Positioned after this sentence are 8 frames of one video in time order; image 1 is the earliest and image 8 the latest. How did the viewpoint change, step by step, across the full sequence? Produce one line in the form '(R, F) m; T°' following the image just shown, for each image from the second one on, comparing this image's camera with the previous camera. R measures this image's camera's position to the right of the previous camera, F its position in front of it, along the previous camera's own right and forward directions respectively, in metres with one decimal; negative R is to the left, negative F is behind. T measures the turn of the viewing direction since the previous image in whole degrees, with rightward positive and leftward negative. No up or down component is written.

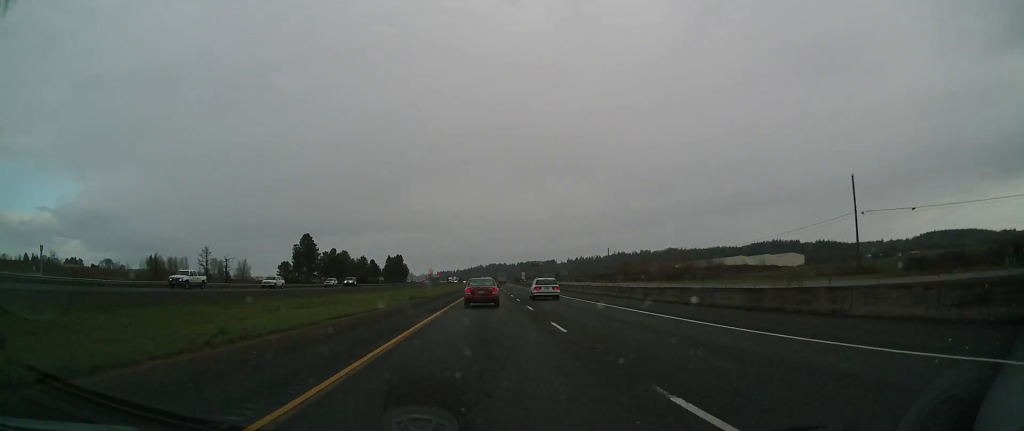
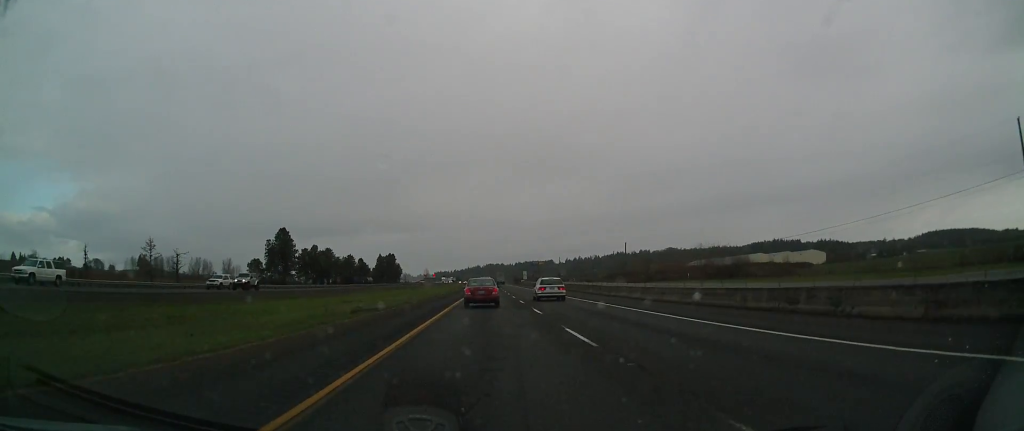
(0.0, +26.5) m; 0°
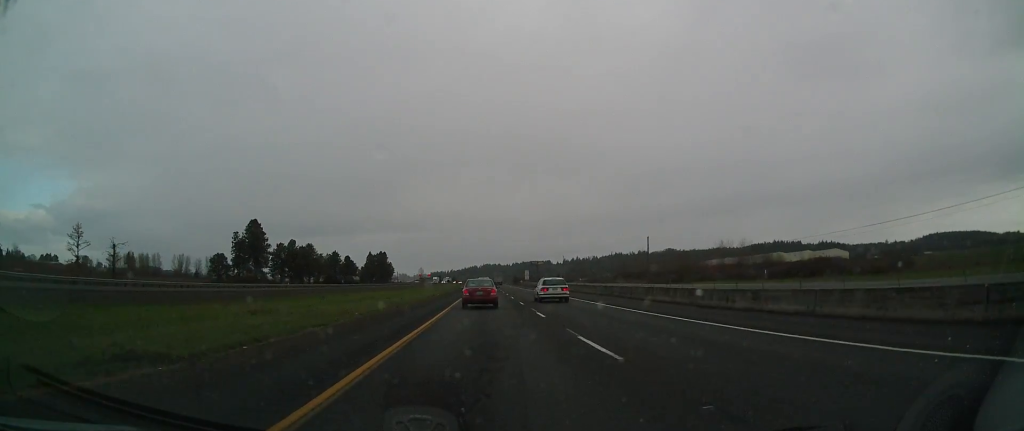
(-0.2, +25.3) m; 0°
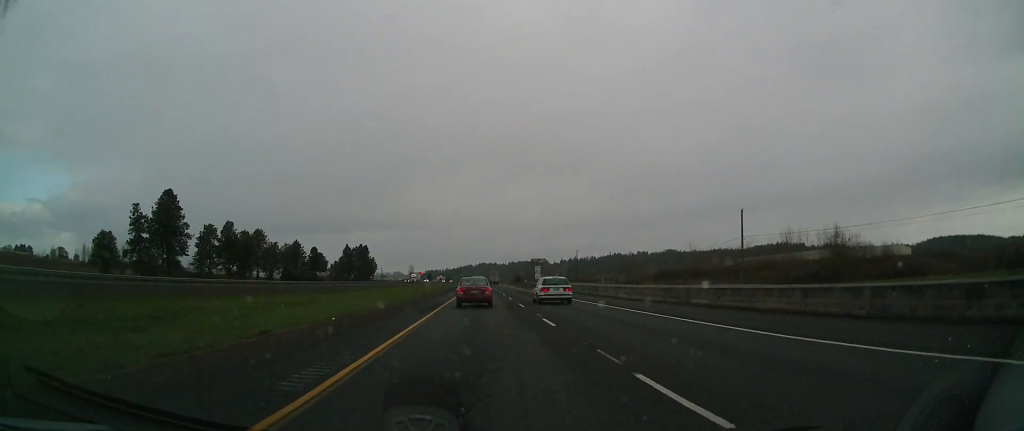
(+0.6, +53.6) m; +1°
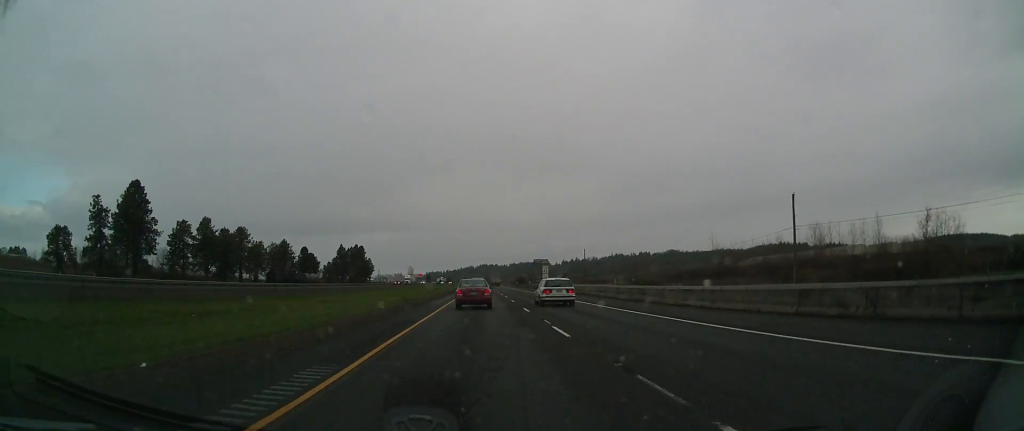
(0.0, +15.2) m; 0°
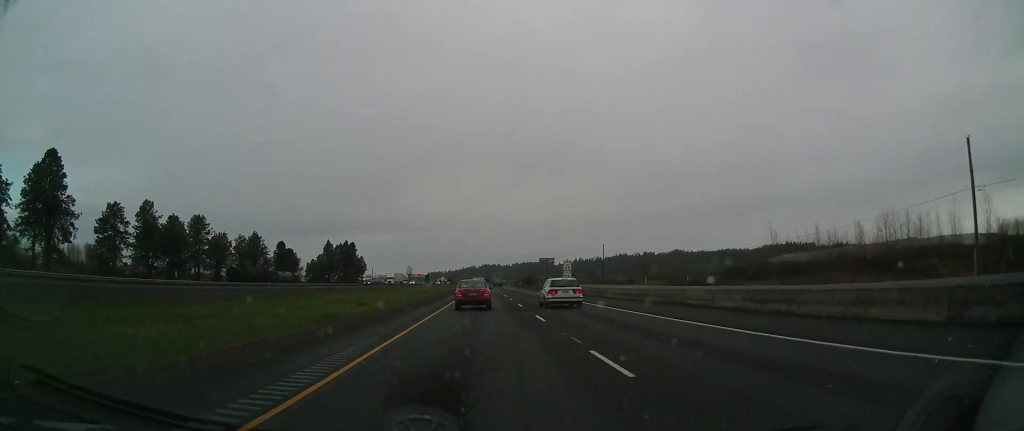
(0.0, +30.4) m; +1°
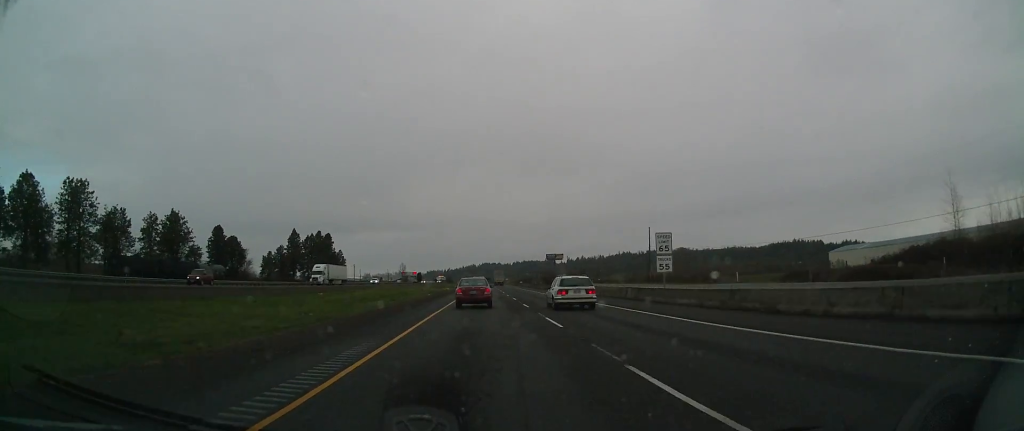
(+0.2, +51.8) m; 0°
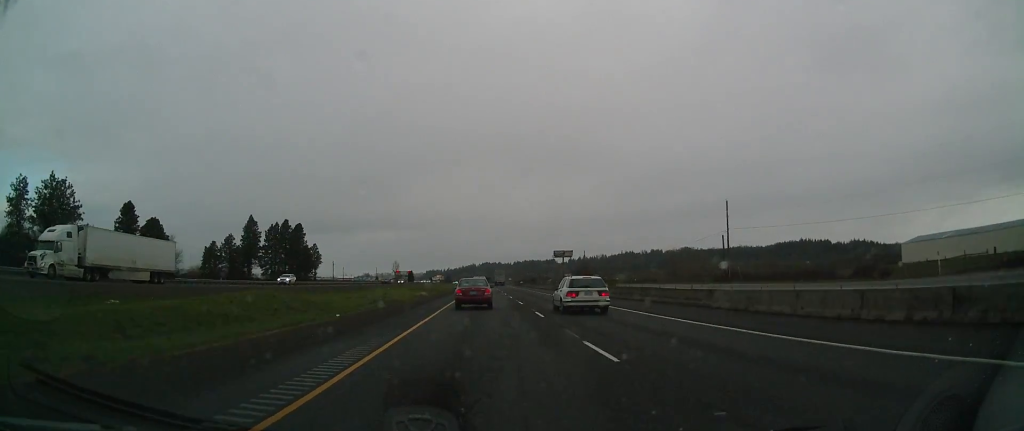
(-0.1, +44.0) m; 0°
